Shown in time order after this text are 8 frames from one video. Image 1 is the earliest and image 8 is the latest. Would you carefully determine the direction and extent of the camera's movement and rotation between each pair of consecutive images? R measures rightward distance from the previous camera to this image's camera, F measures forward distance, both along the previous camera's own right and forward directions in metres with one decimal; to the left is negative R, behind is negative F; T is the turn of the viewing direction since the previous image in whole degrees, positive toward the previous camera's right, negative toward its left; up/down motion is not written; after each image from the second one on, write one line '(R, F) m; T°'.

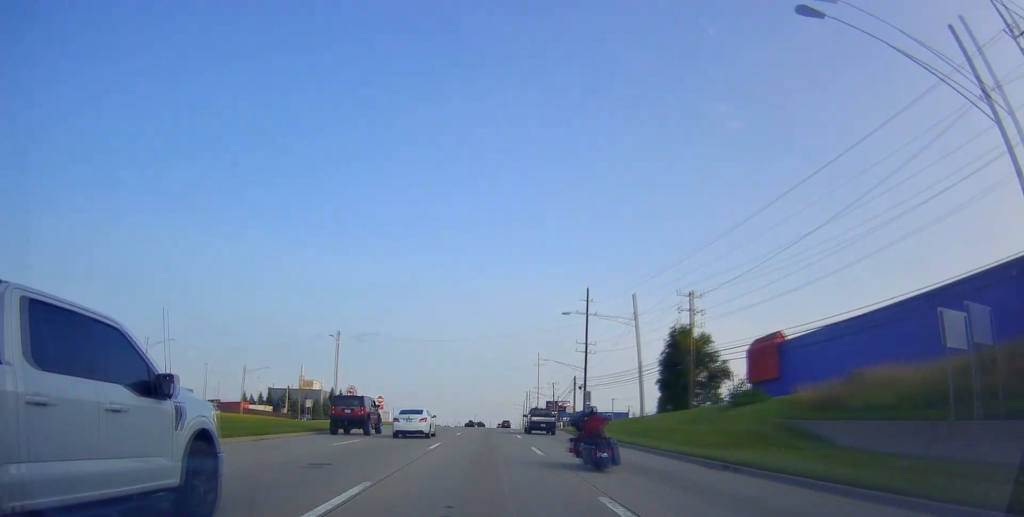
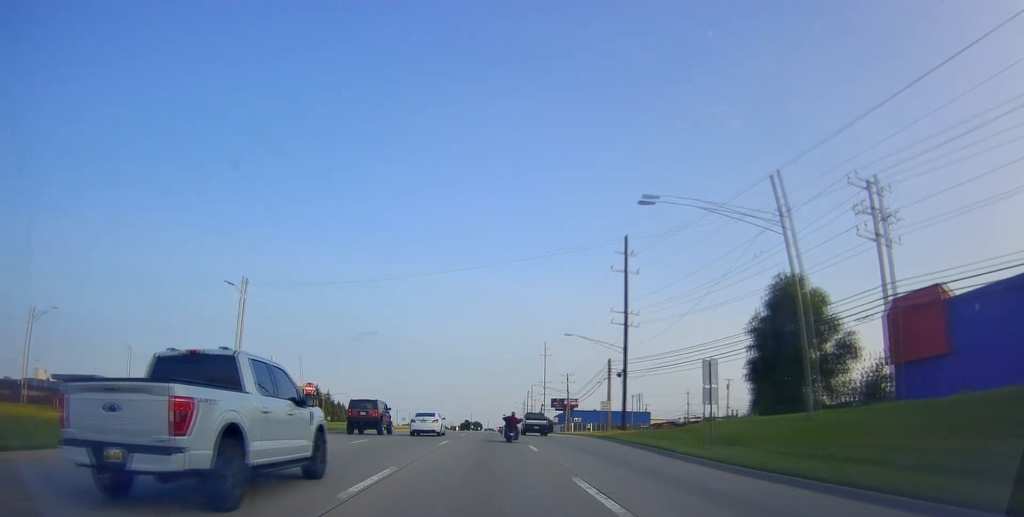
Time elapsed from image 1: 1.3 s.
(0.0, +28.0) m; -1°
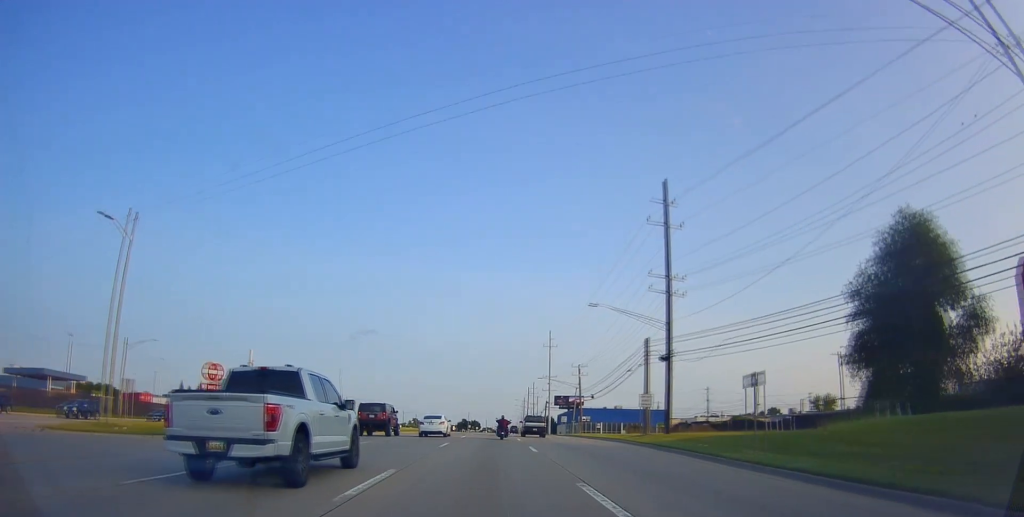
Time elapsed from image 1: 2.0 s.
(-0.2, +16.0) m; 0°
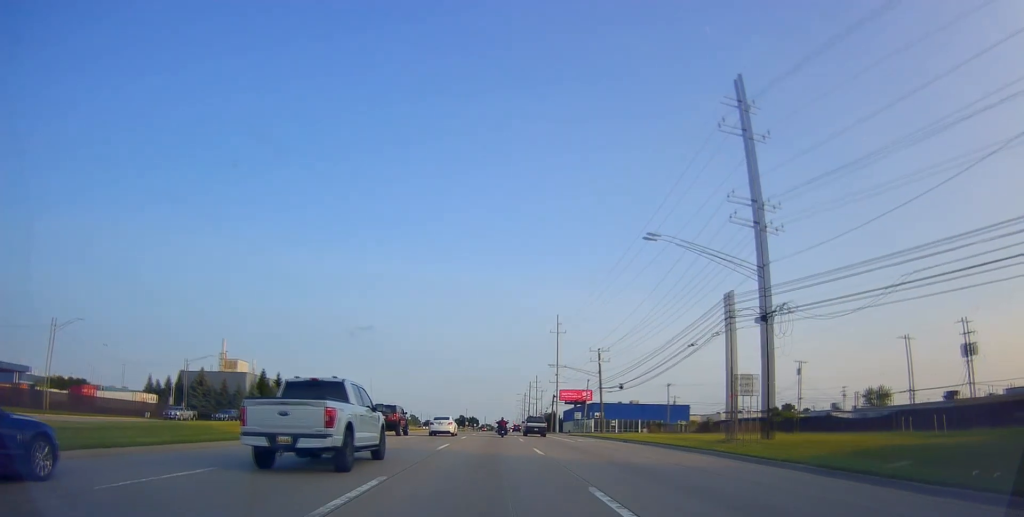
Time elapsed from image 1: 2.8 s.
(-0.1, +17.3) m; 0°
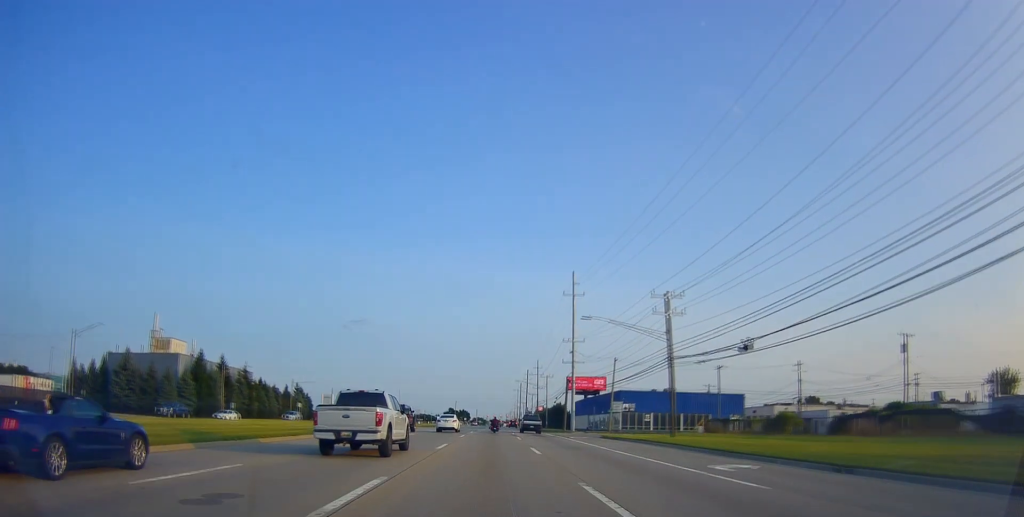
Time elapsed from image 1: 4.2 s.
(+0.4, +30.6) m; +1°
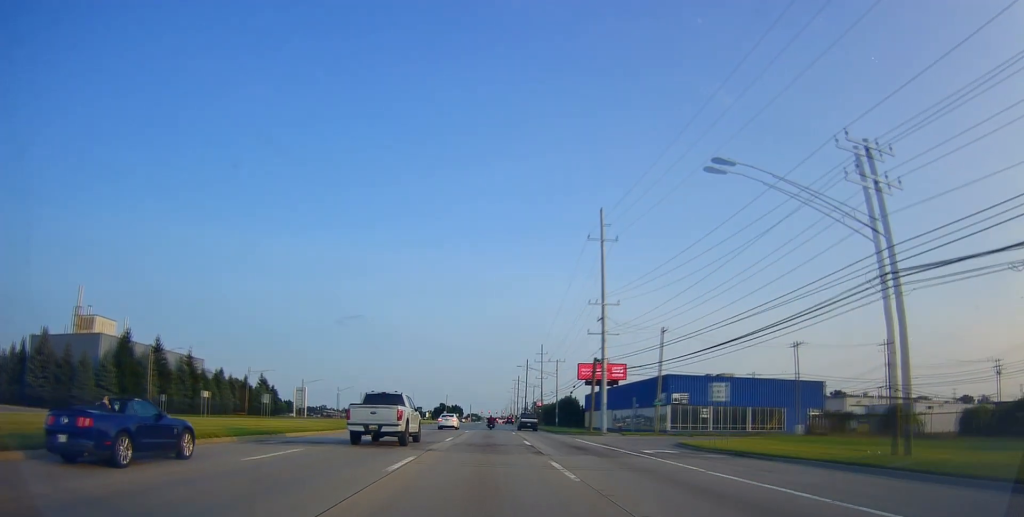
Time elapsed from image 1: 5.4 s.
(0.0, +25.4) m; +1°
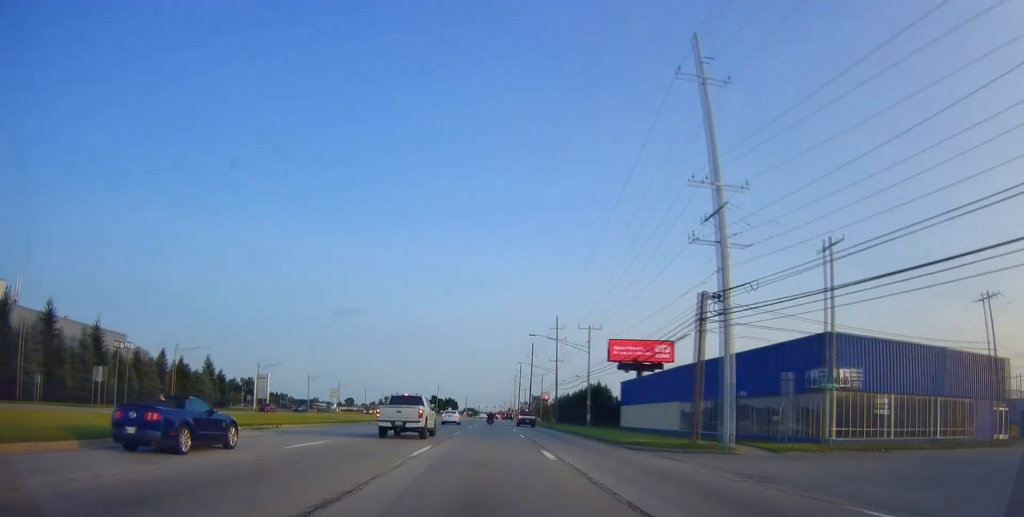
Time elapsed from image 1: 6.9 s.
(+0.3, +30.8) m; 0°
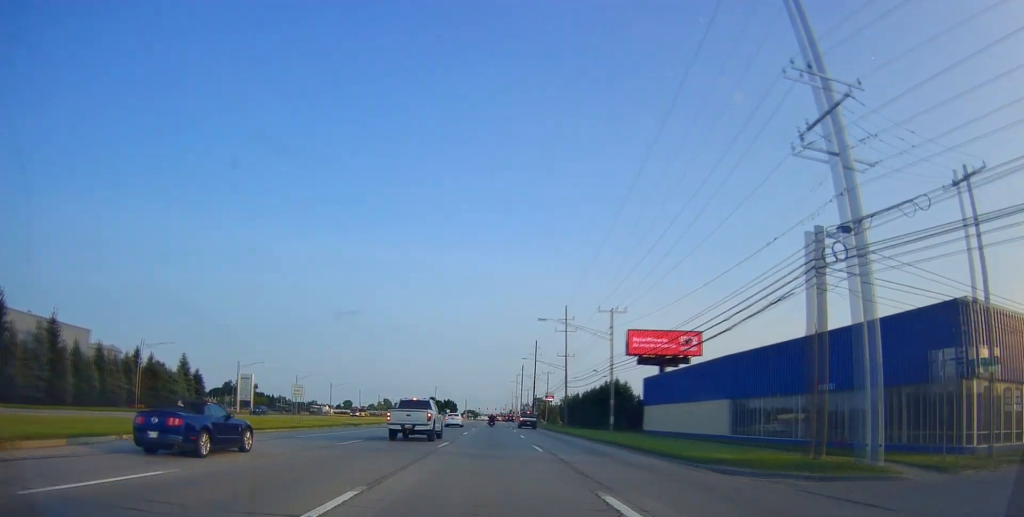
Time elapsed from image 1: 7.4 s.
(-0.1, +11.2) m; -1°
